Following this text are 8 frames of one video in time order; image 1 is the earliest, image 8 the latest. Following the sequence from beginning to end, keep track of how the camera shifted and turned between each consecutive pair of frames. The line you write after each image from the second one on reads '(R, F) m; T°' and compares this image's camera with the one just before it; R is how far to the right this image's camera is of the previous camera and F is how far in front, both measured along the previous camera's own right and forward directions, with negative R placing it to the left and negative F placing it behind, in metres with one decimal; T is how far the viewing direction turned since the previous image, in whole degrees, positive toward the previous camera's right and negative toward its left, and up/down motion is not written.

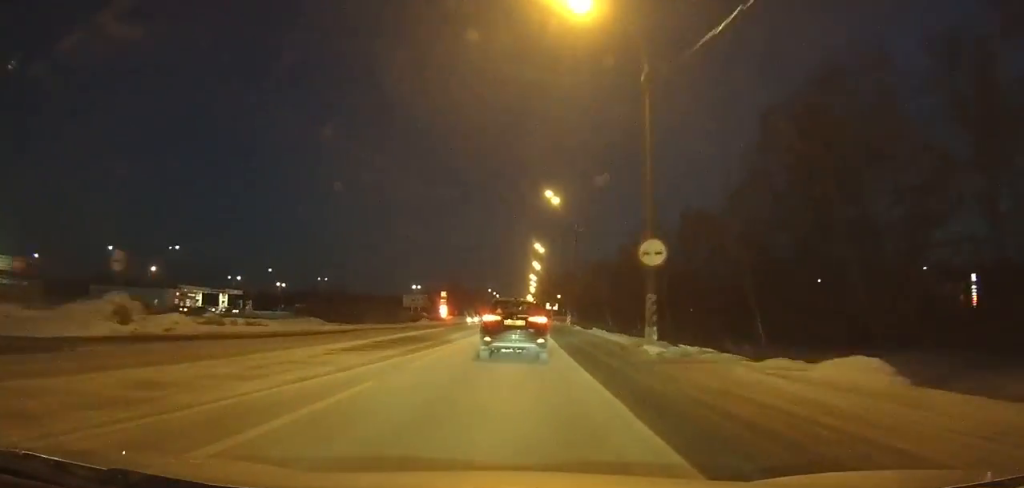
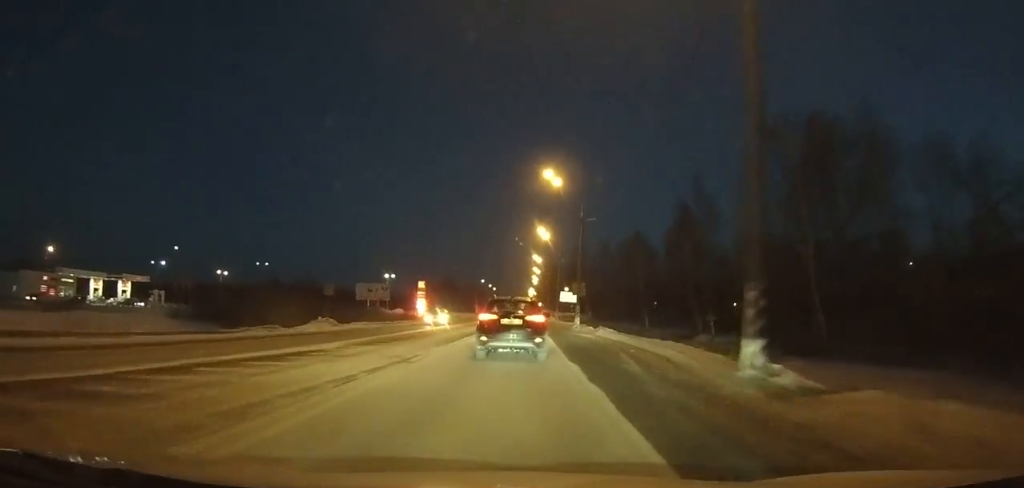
(+0.1, +40.7) m; 0°
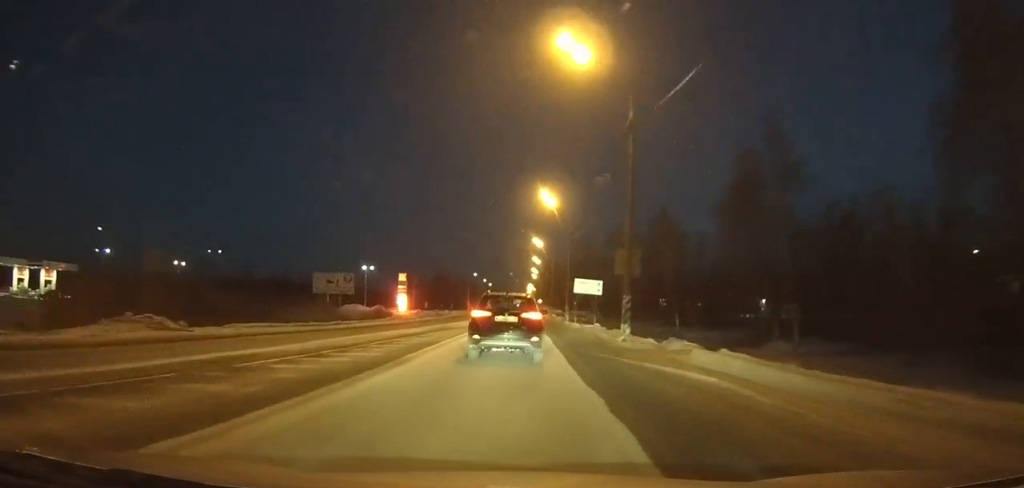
(+0.1, +20.4) m; 0°
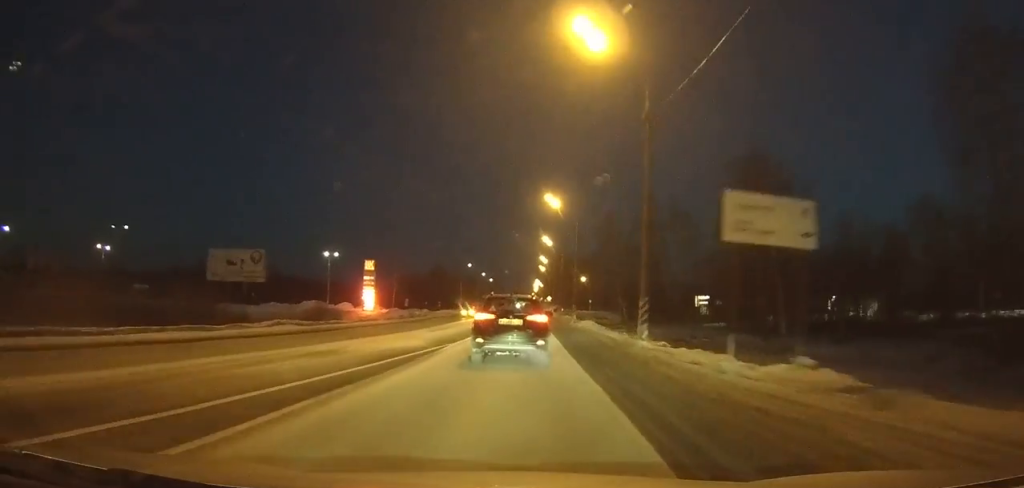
(-0.2, +31.4) m; 0°
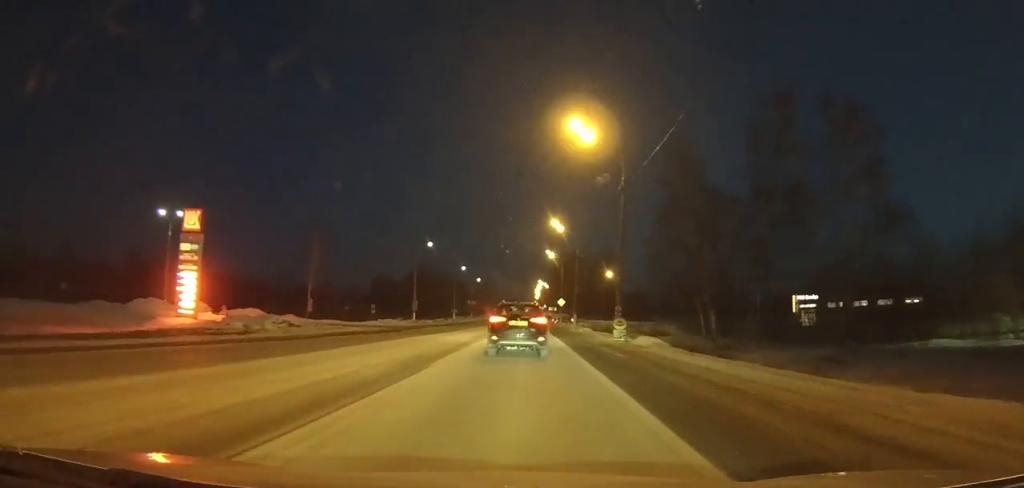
(+0.1, +56.5) m; 0°
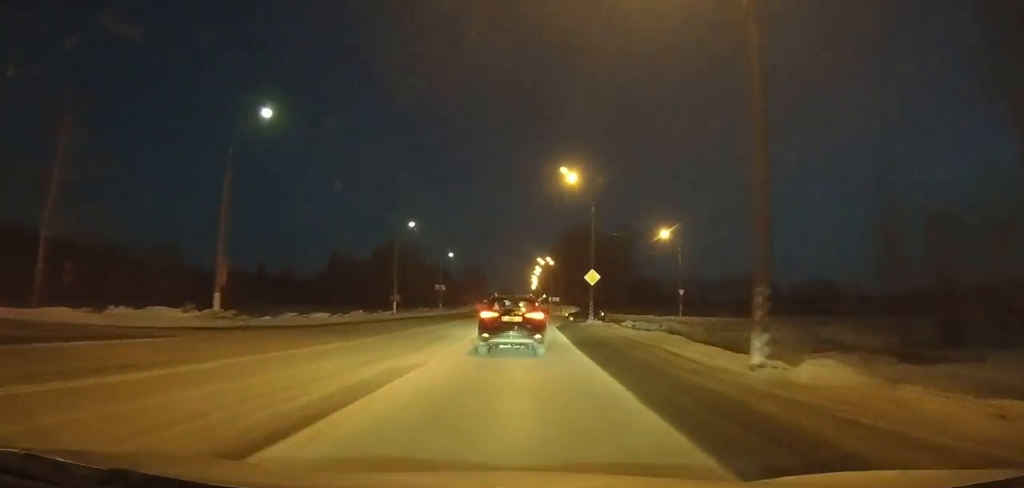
(0.0, +49.0) m; 0°
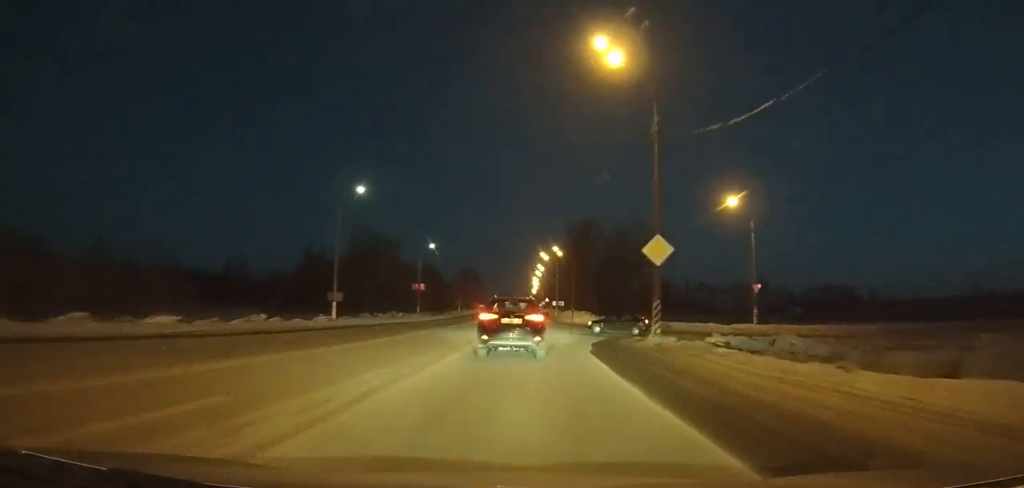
(-0.1, +22.5) m; 0°
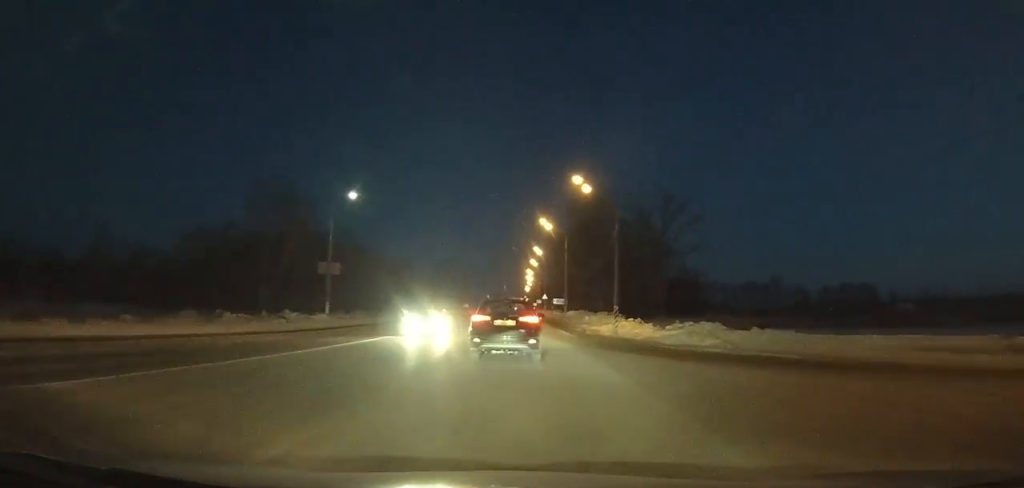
(+0.3, +38.3) m; 0°
